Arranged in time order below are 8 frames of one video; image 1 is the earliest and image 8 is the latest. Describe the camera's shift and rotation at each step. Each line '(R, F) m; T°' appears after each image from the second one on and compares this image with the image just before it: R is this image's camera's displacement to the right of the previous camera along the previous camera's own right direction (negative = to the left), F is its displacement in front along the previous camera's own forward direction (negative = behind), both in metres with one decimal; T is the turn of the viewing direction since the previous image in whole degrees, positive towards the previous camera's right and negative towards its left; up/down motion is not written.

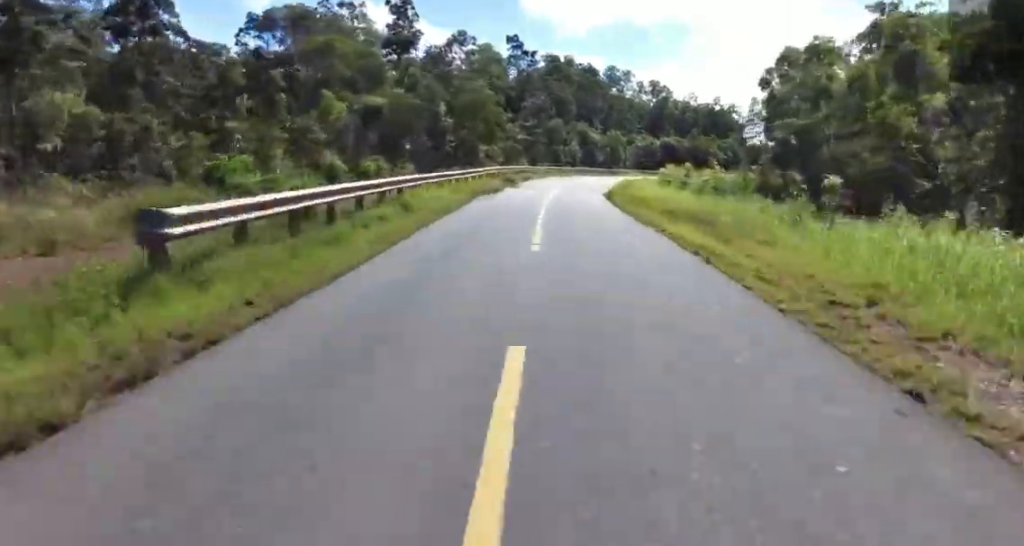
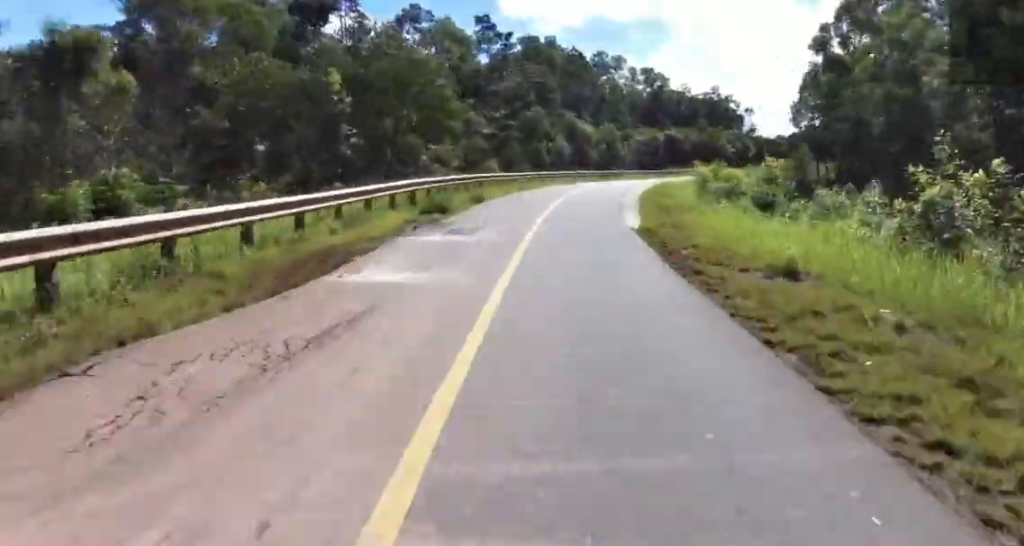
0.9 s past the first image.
(+2.5, +18.6) m; +4°
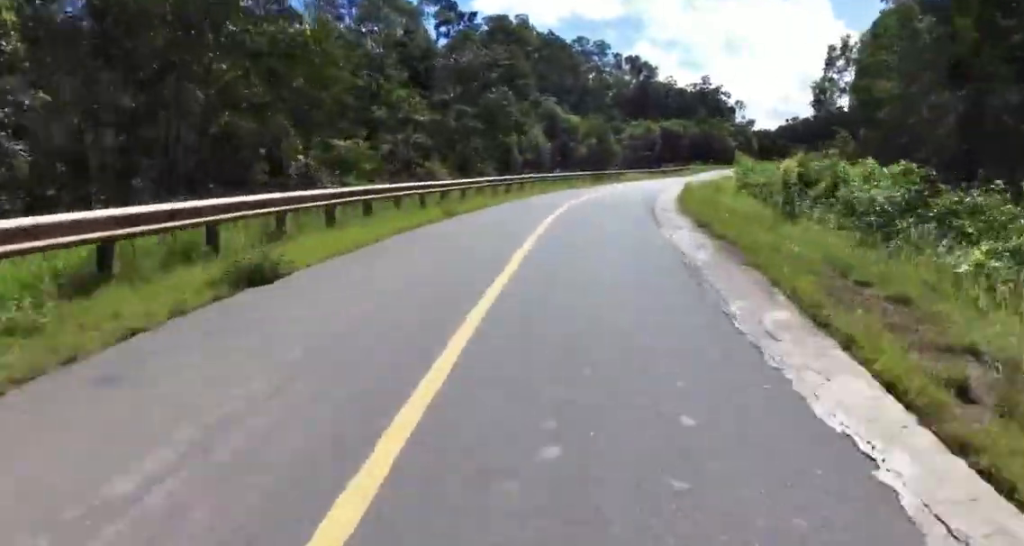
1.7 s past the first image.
(-0.2, +15.2) m; -1°
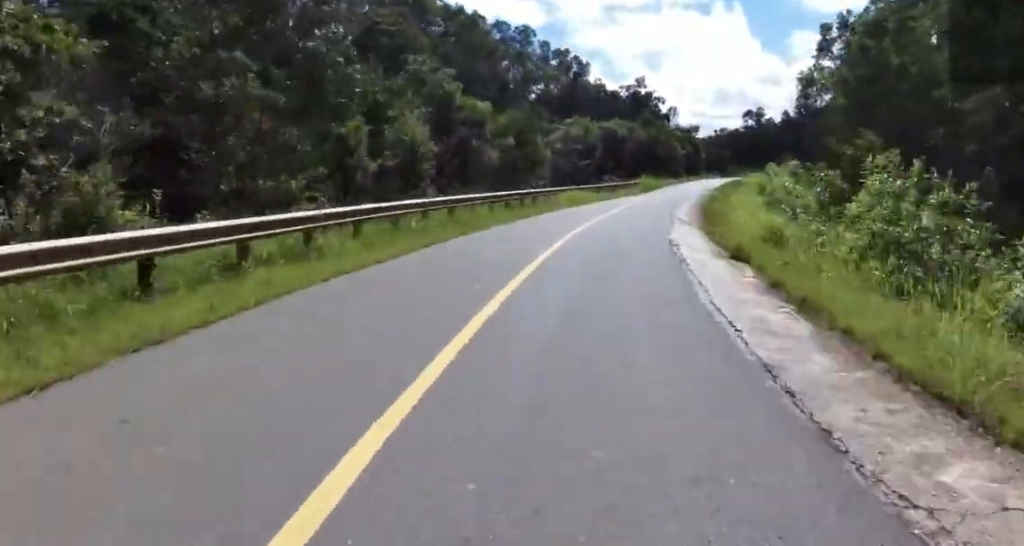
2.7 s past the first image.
(-1.0, +19.0) m; +2°
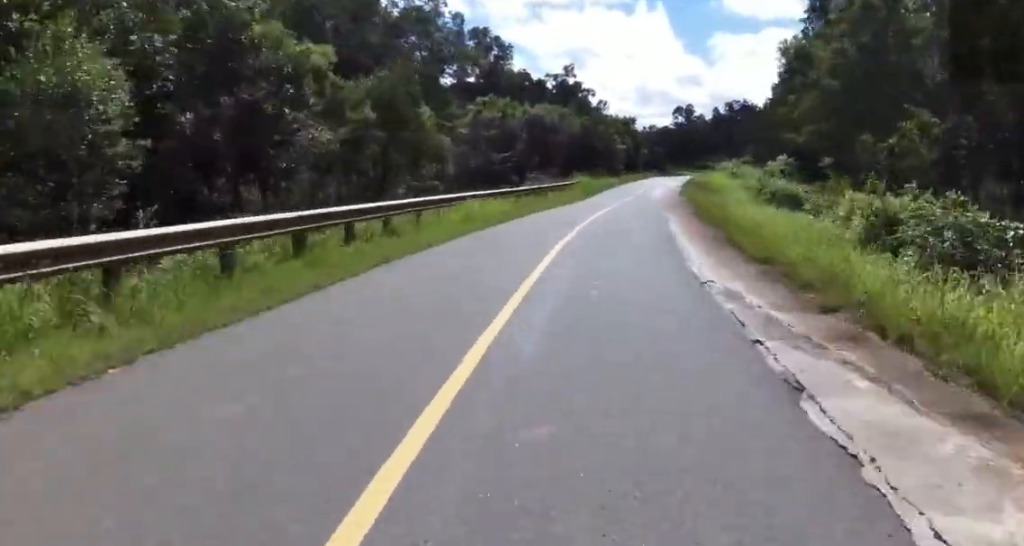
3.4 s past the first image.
(+0.9, +13.7) m; +7°
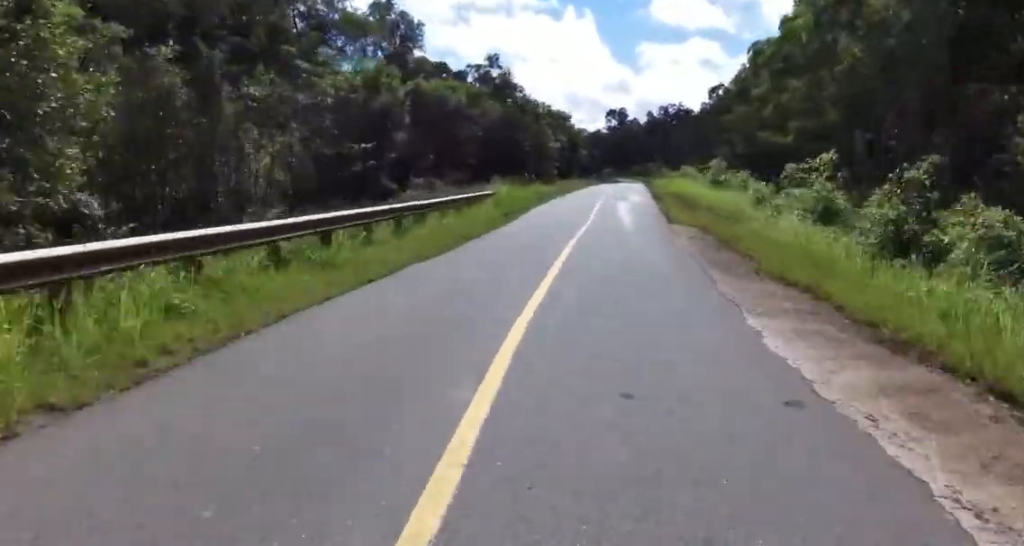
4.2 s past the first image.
(+0.5, +16.3) m; +8°
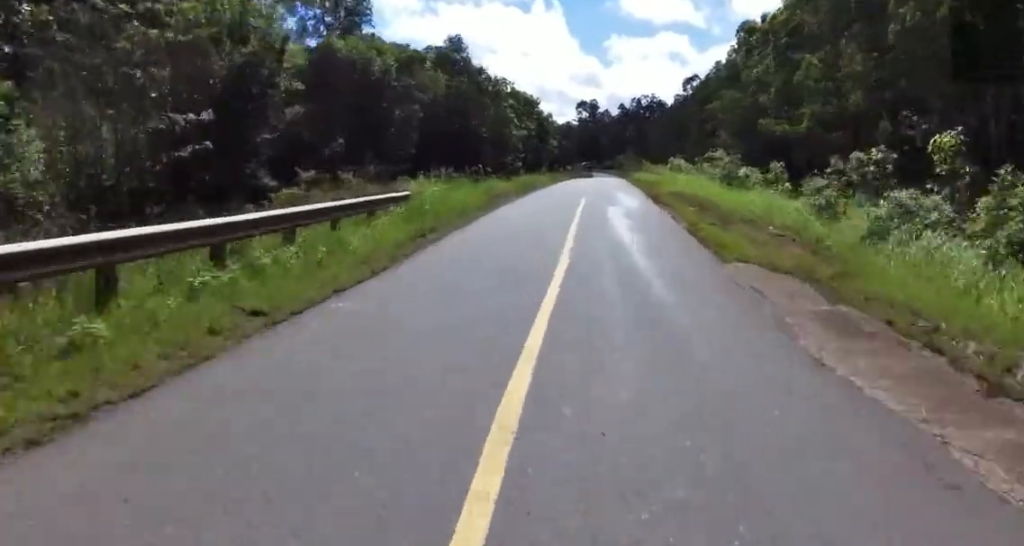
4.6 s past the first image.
(+0.7, +8.3) m; +4°
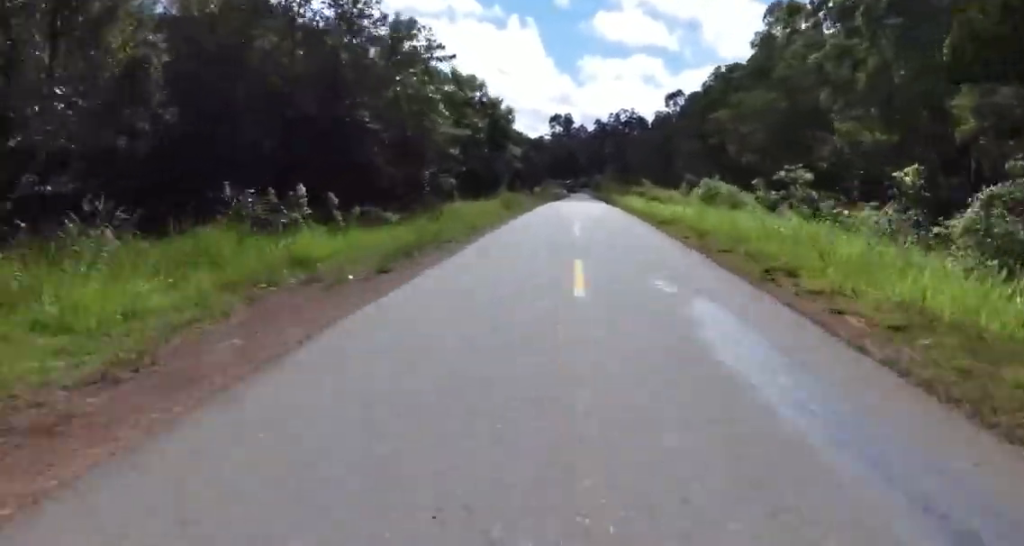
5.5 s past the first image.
(+1.8, +19.6) m; +6°
